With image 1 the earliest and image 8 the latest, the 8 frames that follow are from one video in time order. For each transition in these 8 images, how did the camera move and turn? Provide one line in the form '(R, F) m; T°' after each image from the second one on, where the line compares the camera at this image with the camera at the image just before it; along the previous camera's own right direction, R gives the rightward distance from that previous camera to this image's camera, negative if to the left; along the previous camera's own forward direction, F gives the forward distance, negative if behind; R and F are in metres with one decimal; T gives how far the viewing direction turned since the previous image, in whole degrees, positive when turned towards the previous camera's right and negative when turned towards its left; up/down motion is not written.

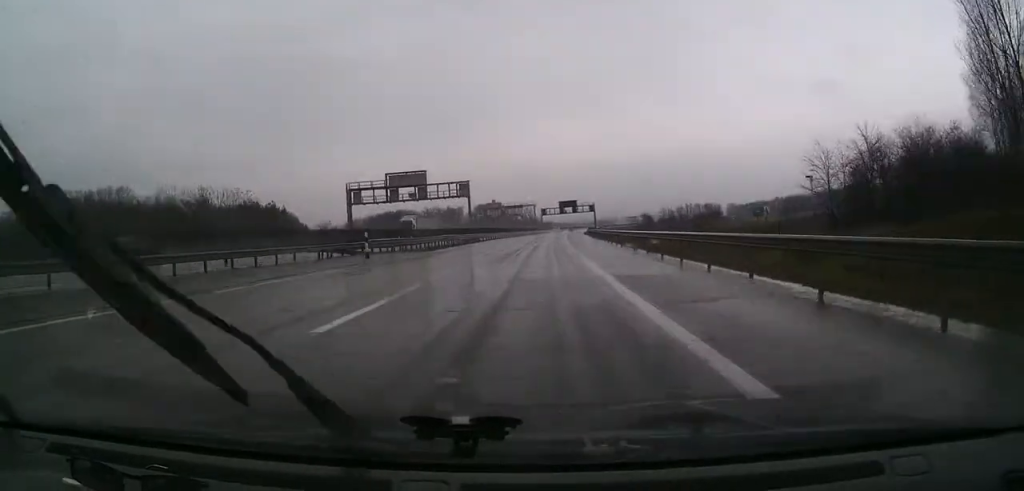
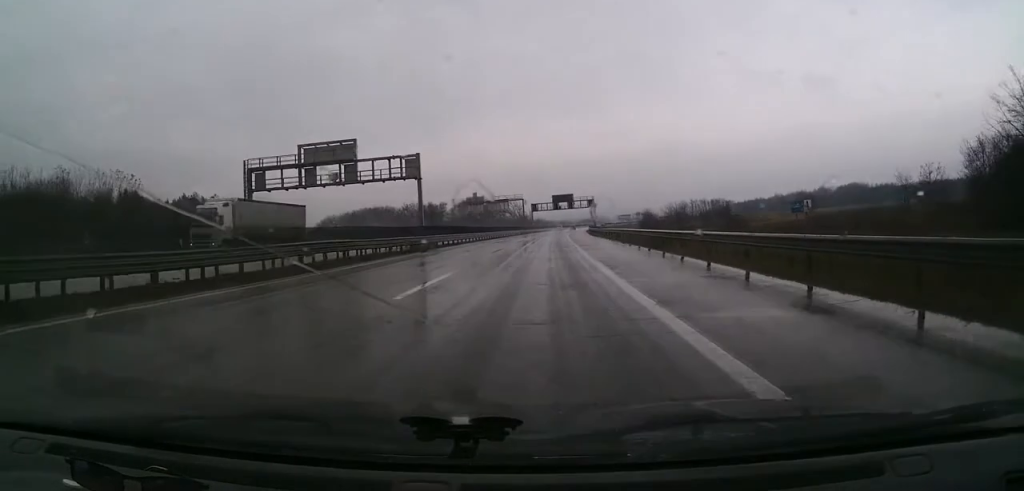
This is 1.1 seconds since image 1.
(0.0, +31.7) m; 0°
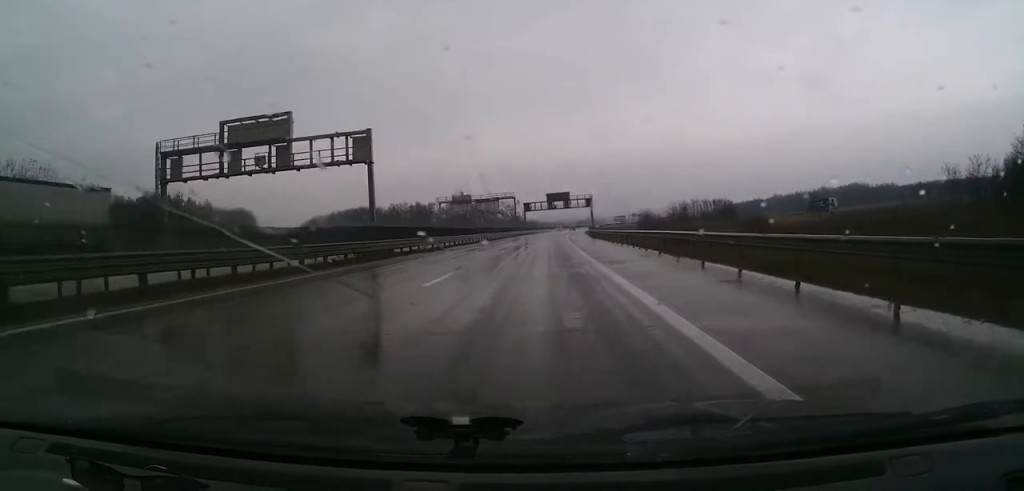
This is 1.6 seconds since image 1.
(0.0, +14.7) m; 0°
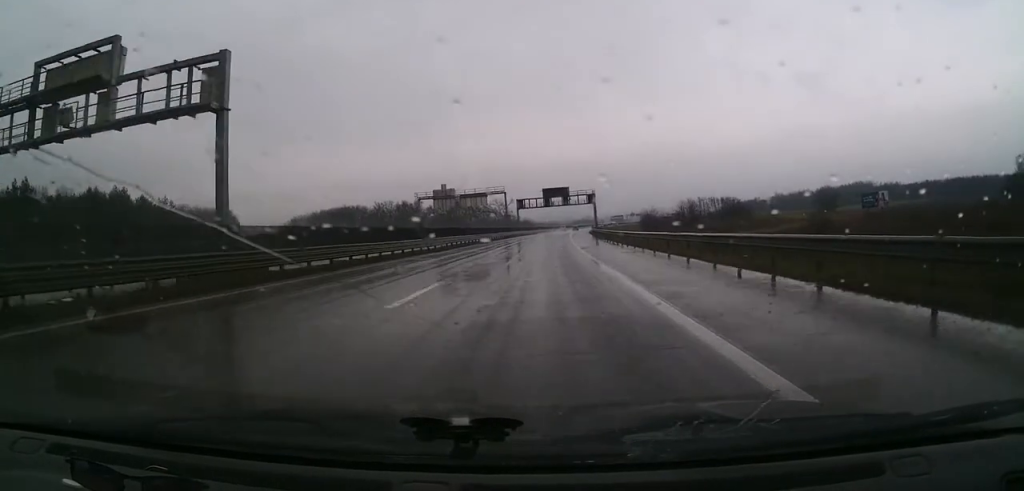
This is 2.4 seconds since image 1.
(+0.1, +21.6) m; +1°
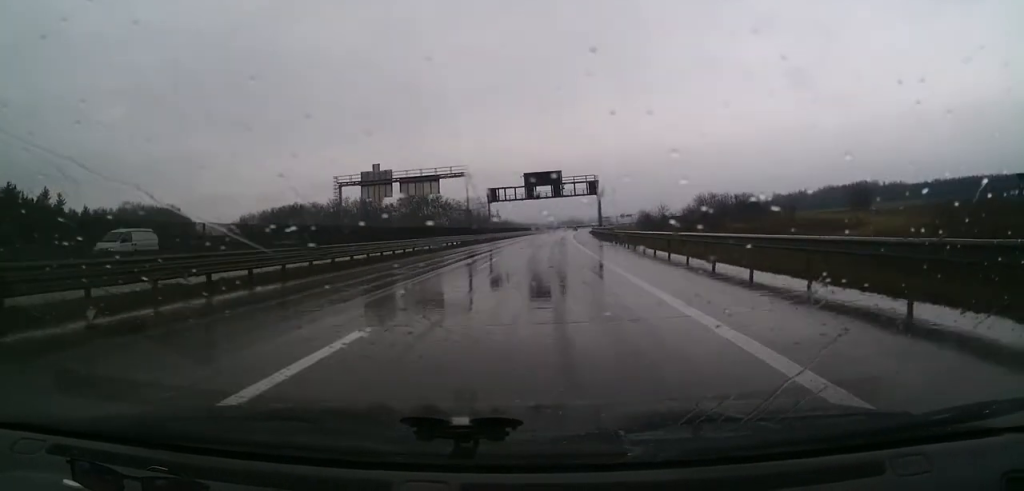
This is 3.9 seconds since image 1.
(+0.7, +42.2) m; +2°
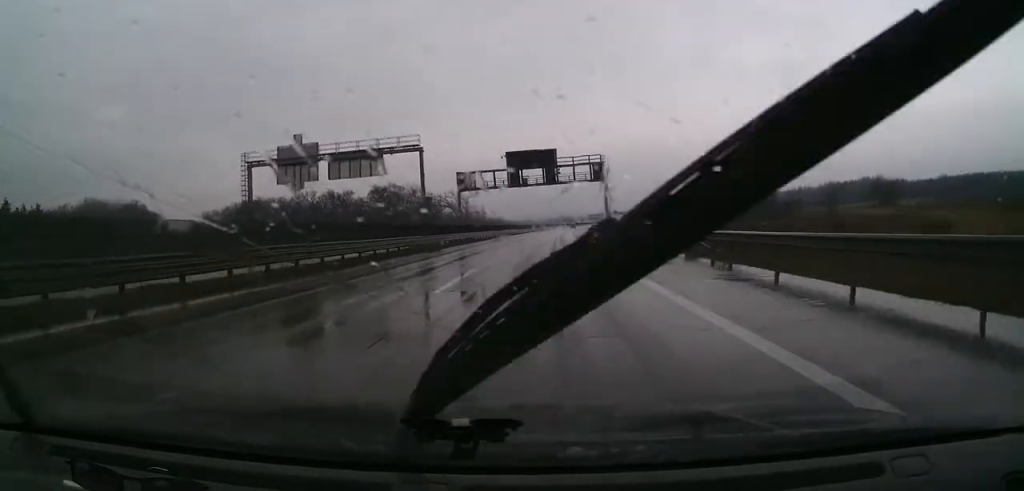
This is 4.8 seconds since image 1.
(+0.1, +26.3) m; +1°
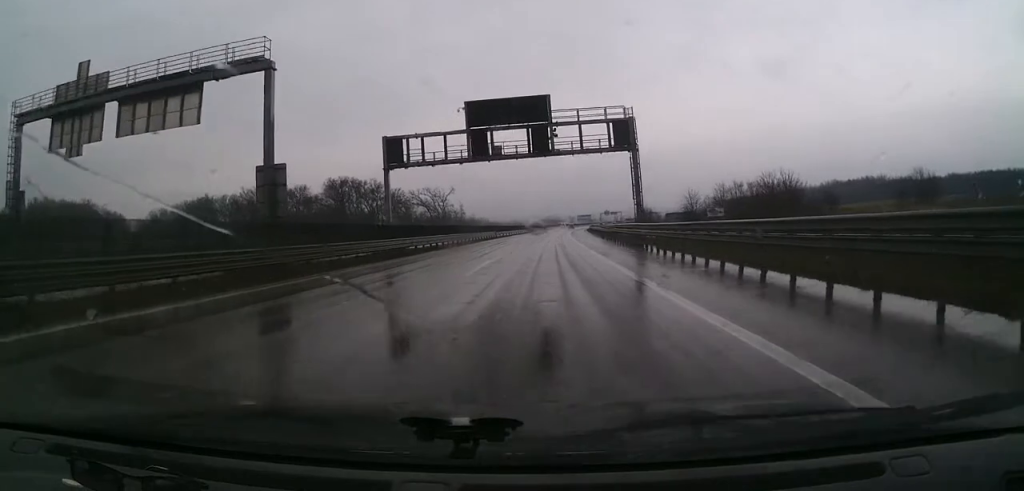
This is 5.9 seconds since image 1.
(+0.3, +30.9) m; +1°
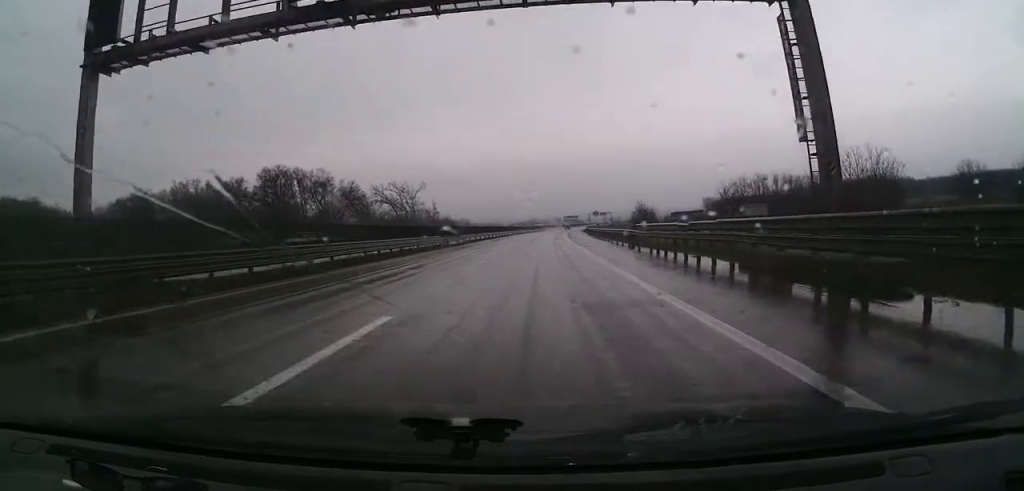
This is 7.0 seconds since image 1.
(+0.4, +32.0) m; +1°
